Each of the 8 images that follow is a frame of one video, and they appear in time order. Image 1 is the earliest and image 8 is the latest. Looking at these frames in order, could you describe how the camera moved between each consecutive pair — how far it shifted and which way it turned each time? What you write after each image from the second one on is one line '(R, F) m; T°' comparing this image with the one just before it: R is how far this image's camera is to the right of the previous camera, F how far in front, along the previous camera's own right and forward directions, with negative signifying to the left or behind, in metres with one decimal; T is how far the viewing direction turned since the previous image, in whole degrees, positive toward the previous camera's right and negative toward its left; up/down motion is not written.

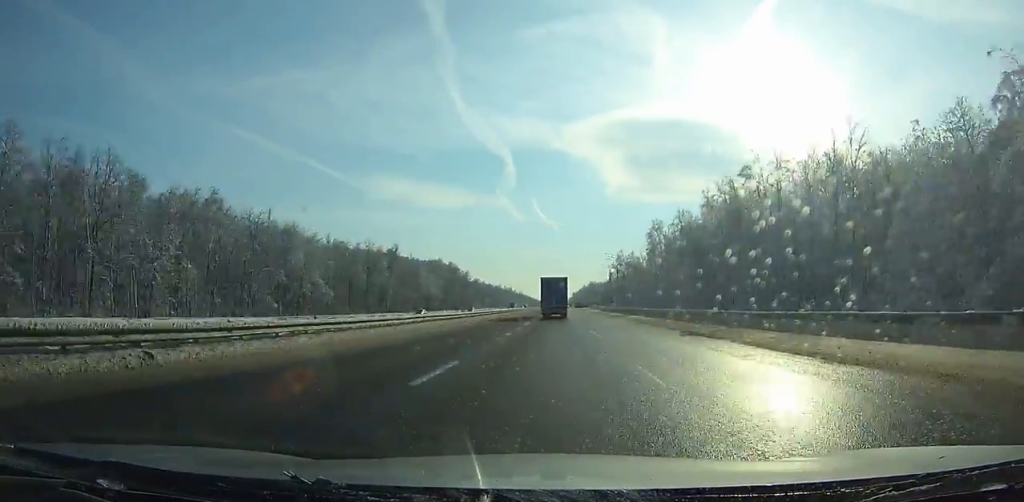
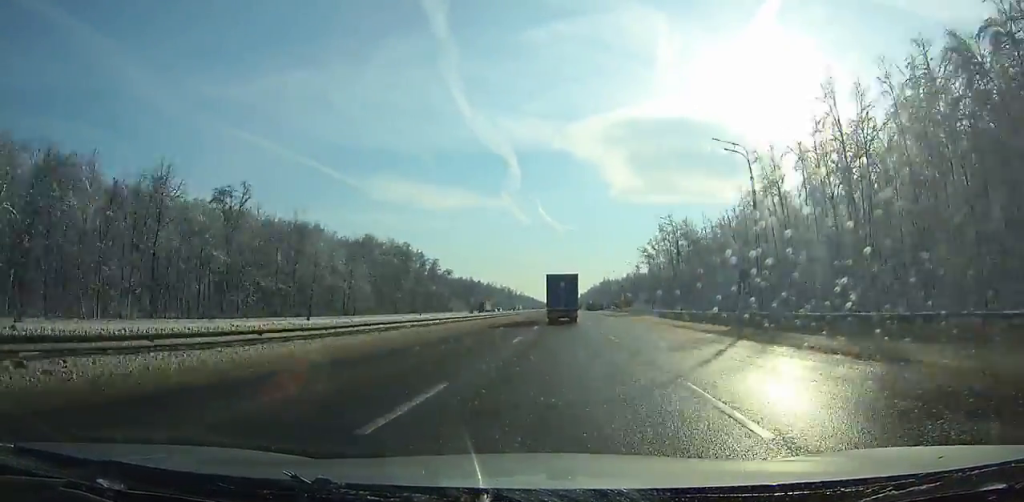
(0.0, +83.5) m; 0°
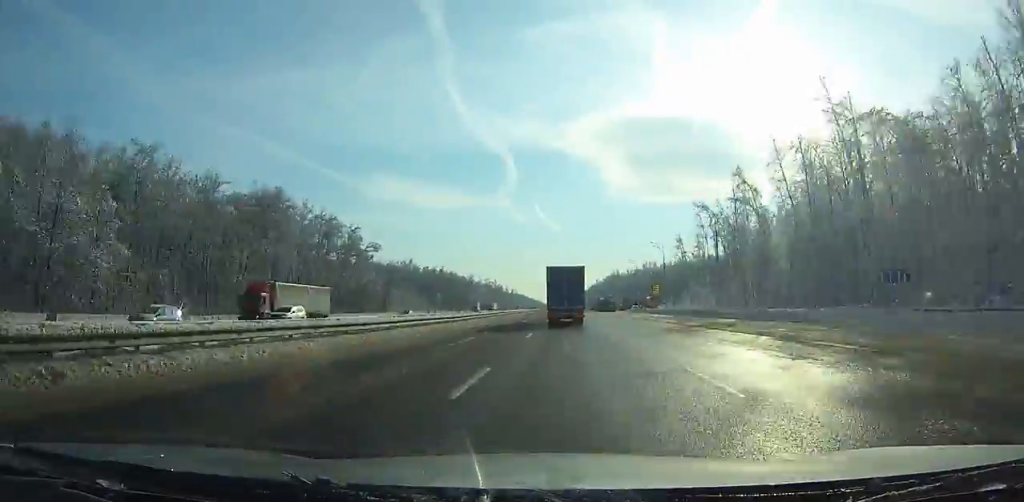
(-0.3, +77.6) m; 0°
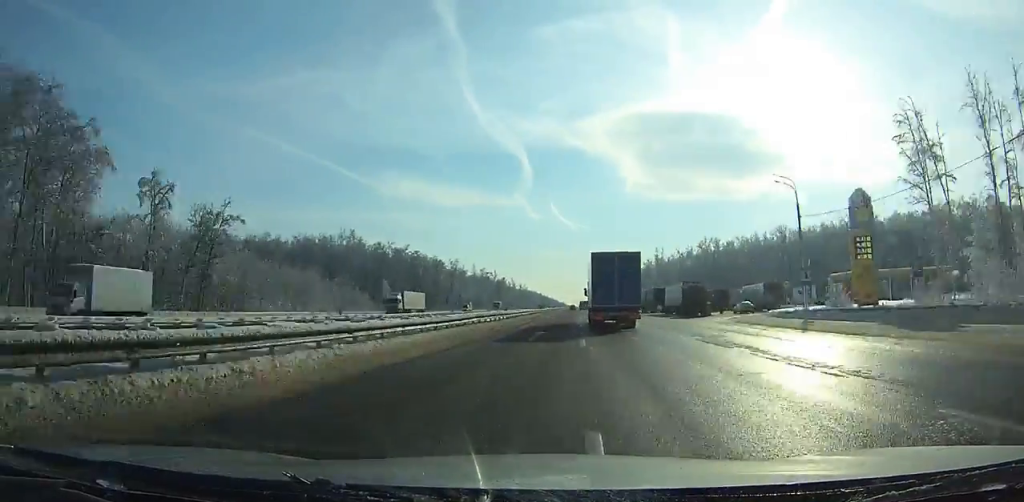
(-0.4, +85.3) m; 0°
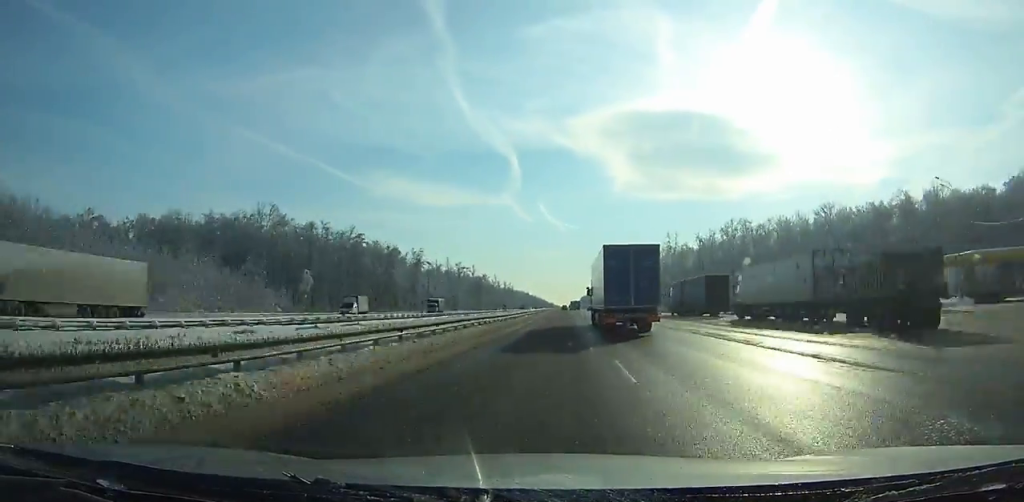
(-0.1, +40.1) m; 0°
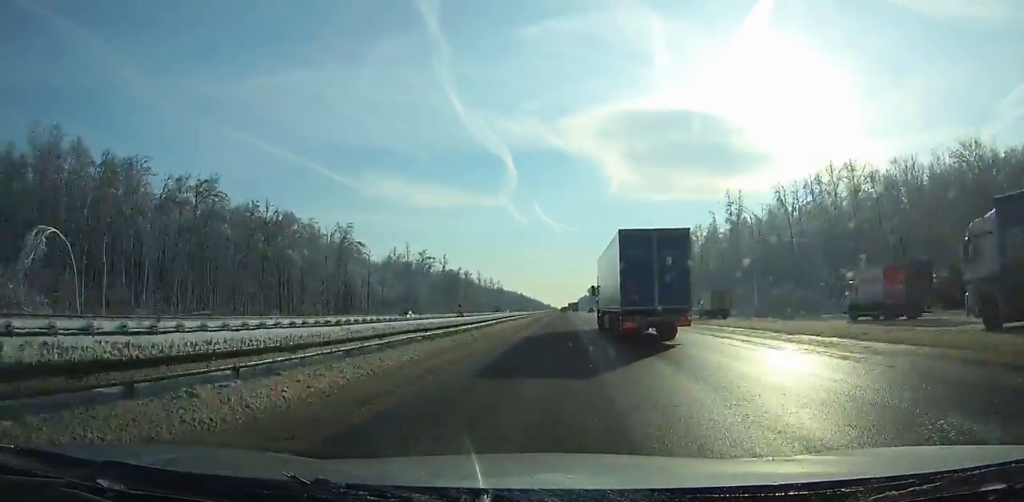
(+0.3, +59.1) m; 0°
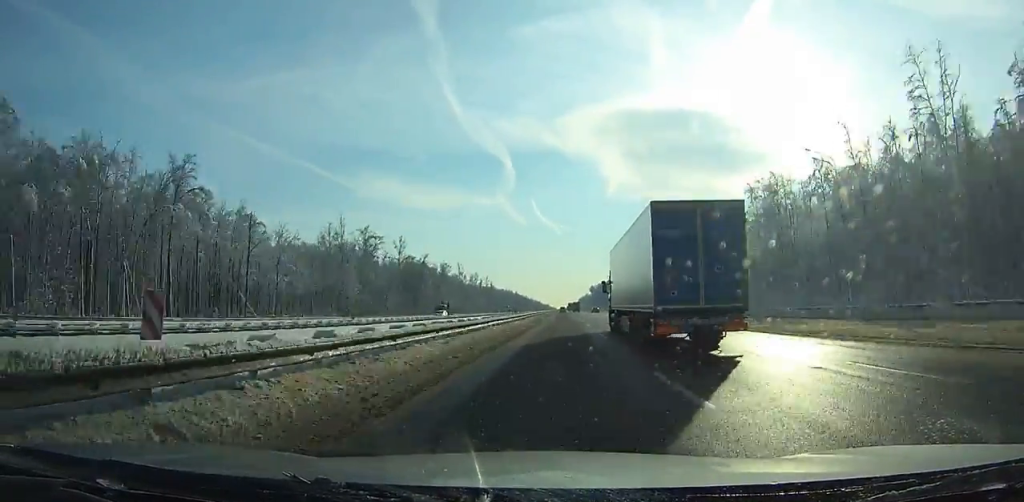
(+0.2, +57.1) m; 0°
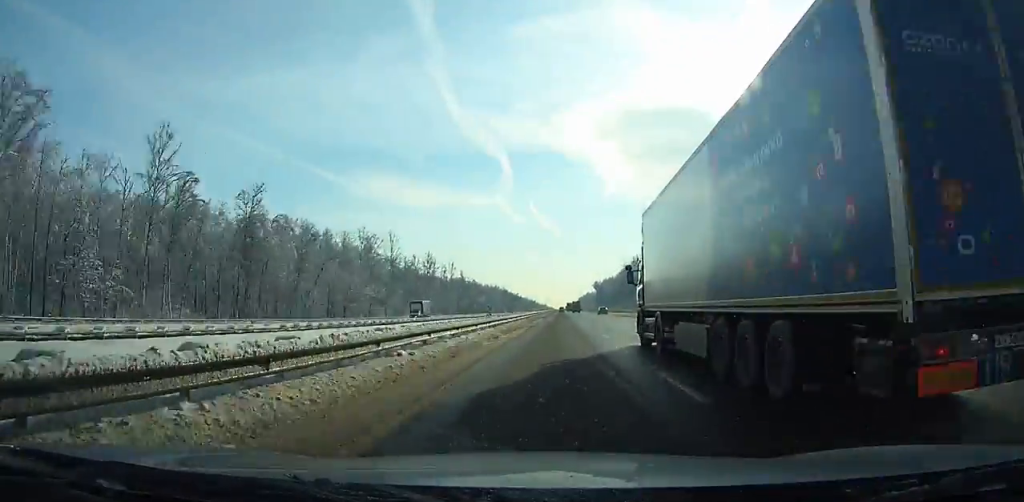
(+0.2, +96.8) m; 0°
